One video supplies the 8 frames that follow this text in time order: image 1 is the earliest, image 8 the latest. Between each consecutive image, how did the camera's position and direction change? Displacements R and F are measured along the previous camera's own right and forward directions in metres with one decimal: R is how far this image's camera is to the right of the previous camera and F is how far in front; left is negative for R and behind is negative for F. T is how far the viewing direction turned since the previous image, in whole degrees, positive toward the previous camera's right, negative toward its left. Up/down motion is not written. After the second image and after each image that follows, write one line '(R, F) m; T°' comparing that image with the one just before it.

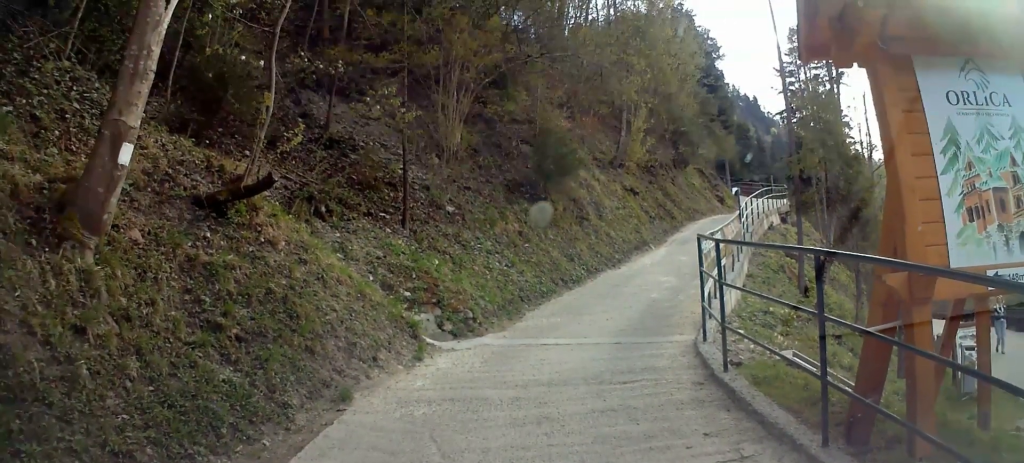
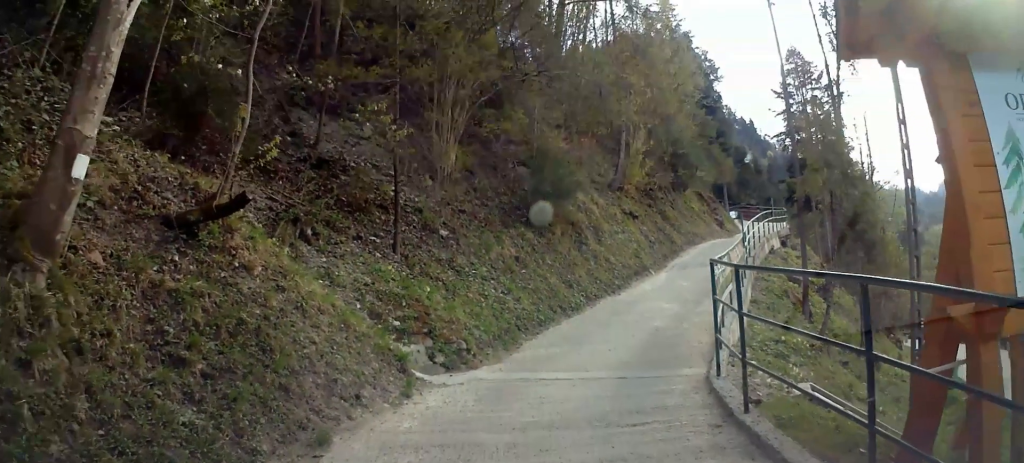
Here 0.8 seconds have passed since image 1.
(0.0, +0.7) m; 0°
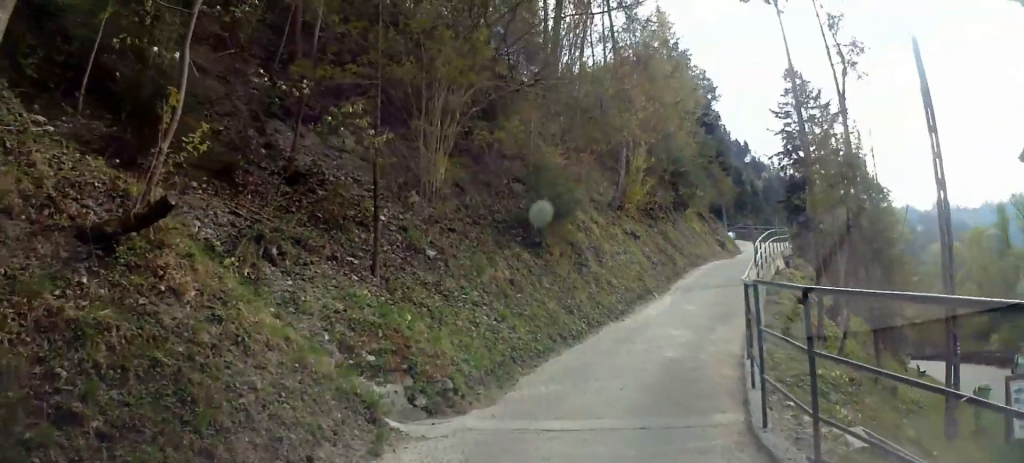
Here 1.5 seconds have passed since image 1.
(0.0, +0.7) m; -1°
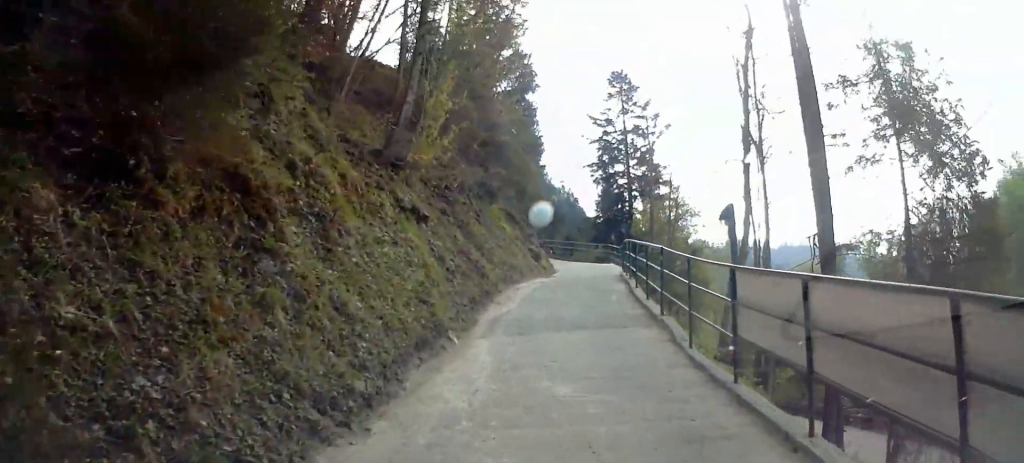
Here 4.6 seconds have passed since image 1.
(-0.1, +5.9) m; 0°
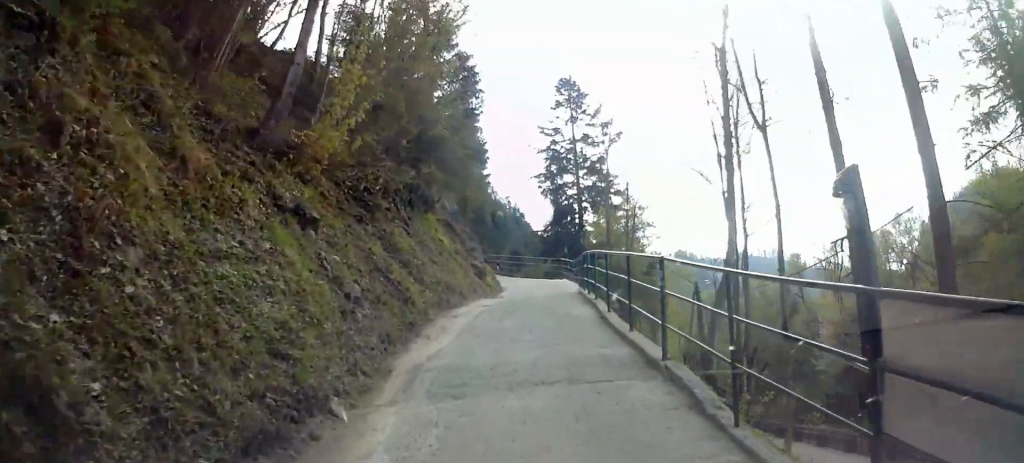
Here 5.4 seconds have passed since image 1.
(0.0, +2.7) m; -2°
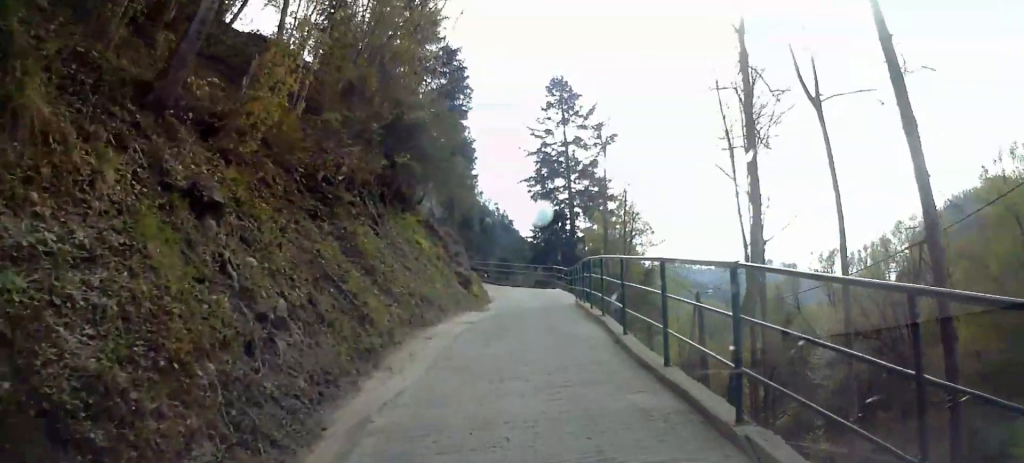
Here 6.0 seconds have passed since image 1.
(-0.2, +2.1) m; 0°
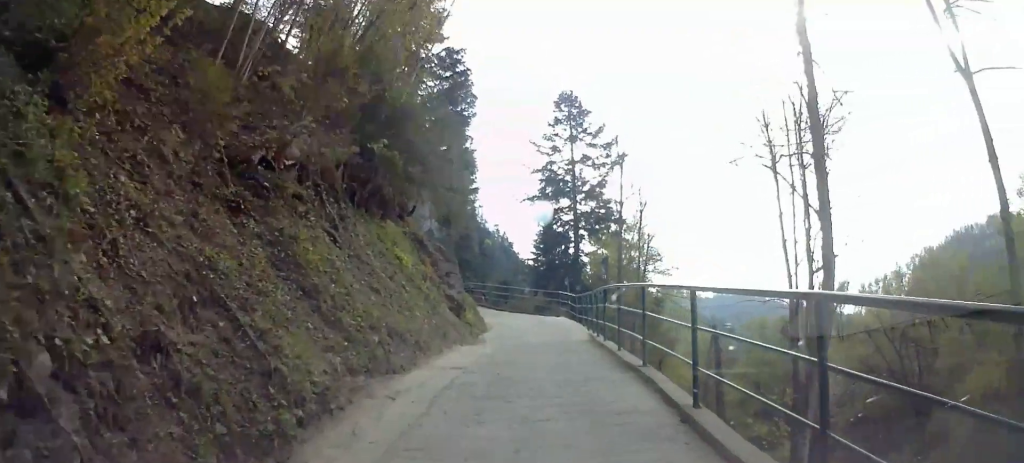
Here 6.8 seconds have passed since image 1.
(+0.2, +3.0) m; +3°
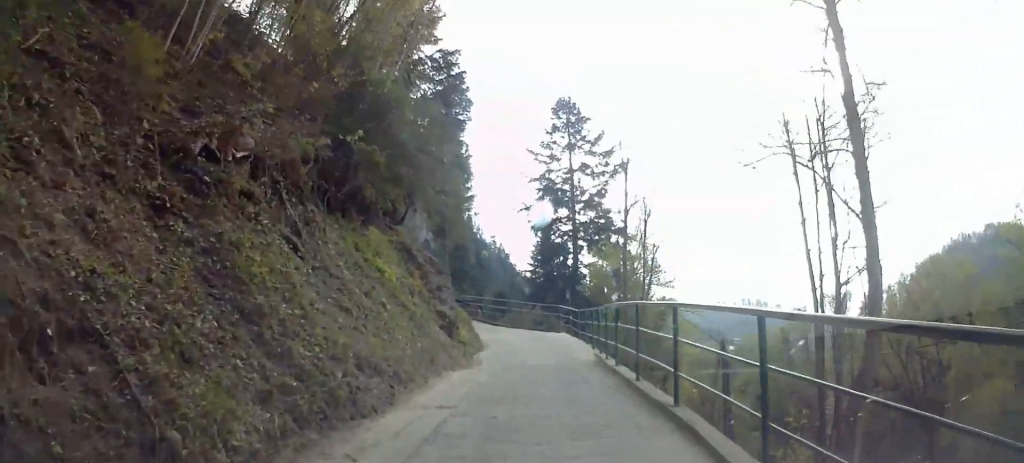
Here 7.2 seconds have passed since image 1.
(0.0, +1.5) m; +2°
